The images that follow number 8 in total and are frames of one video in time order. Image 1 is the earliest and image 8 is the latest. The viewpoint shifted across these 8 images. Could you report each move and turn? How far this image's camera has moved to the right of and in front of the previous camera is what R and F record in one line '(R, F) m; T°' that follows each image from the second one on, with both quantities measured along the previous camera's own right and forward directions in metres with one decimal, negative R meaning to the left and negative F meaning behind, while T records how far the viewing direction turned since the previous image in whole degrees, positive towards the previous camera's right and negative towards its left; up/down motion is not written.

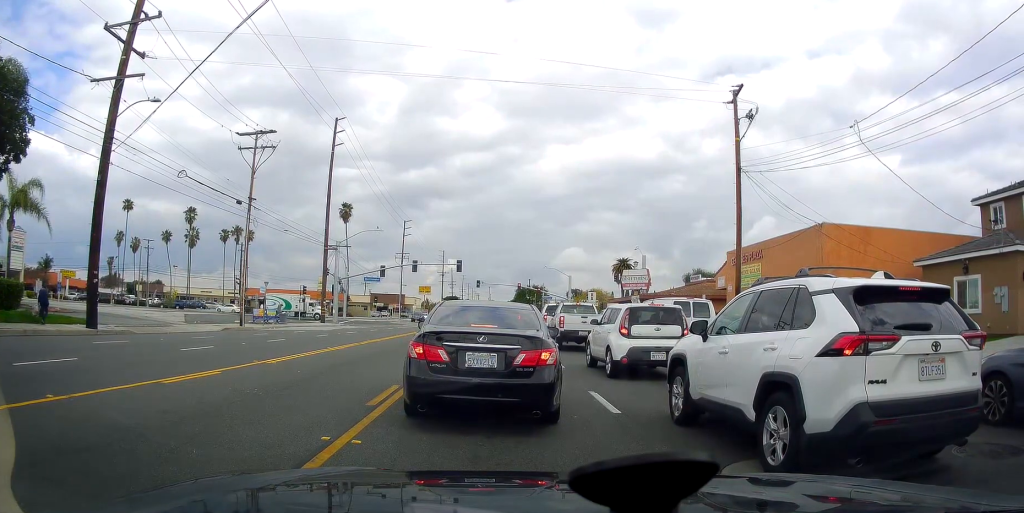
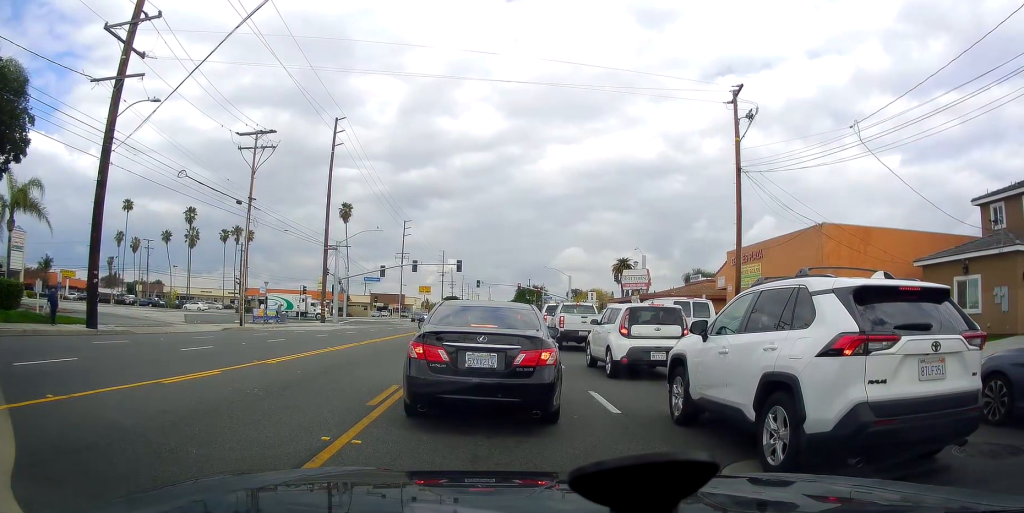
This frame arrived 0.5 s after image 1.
(0.0, 0.0) m; 0°
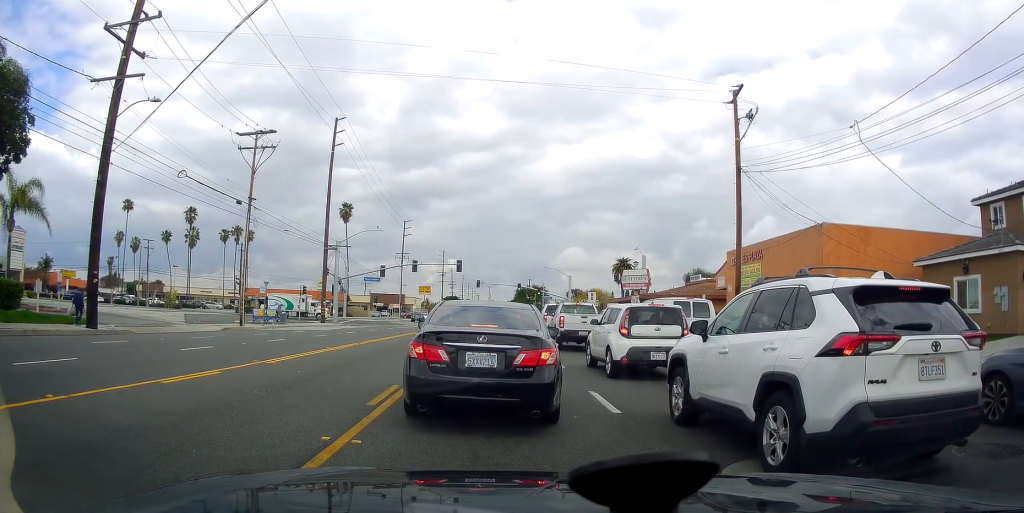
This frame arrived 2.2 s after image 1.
(0.0, 0.0) m; 0°
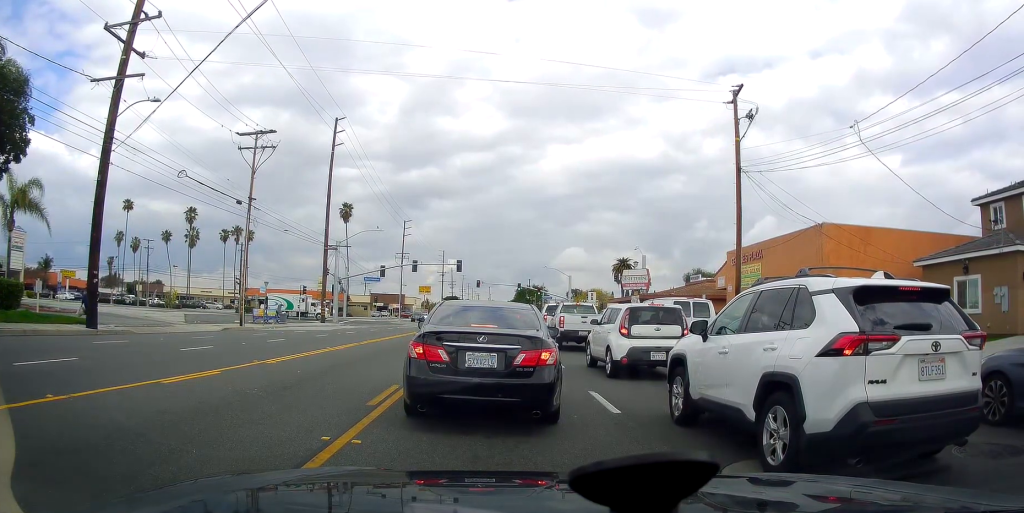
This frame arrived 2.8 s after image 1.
(0.0, 0.0) m; 0°
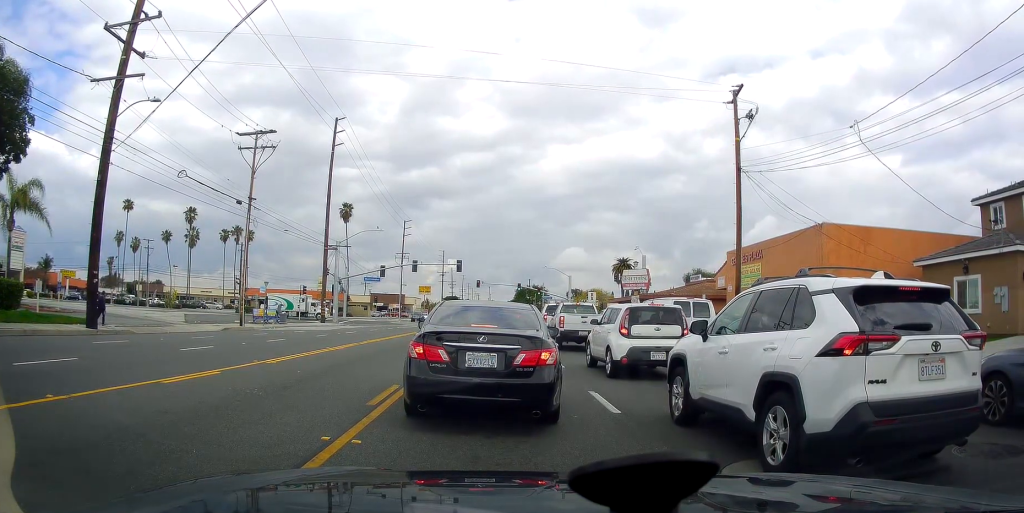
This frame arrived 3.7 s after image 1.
(0.0, 0.0) m; 0°
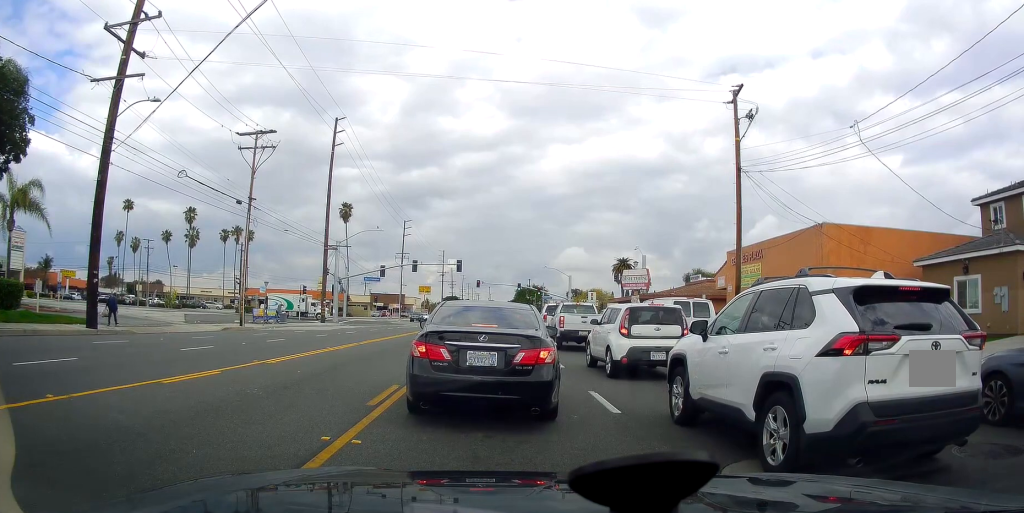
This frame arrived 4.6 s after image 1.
(0.0, 0.0) m; 0°
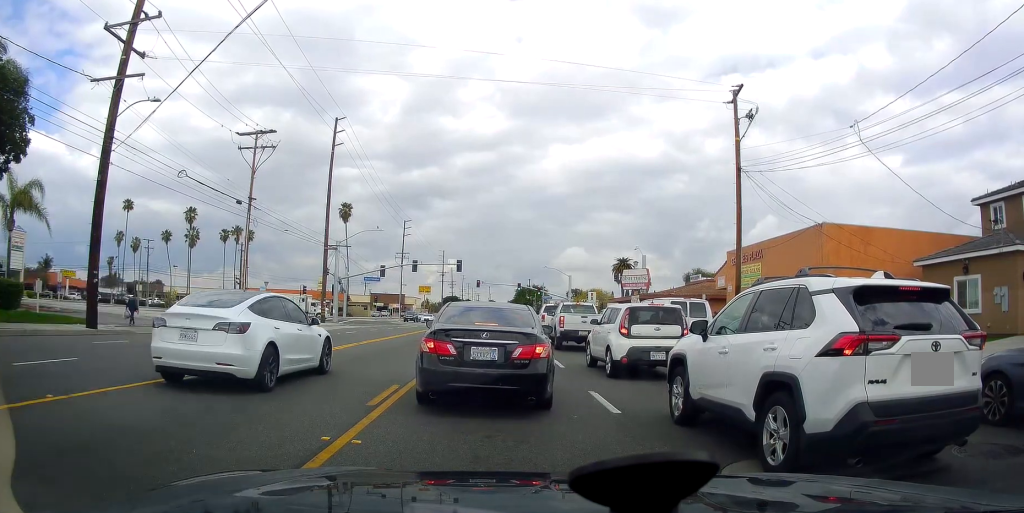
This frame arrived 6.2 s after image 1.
(0.0, 0.0) m; 0°
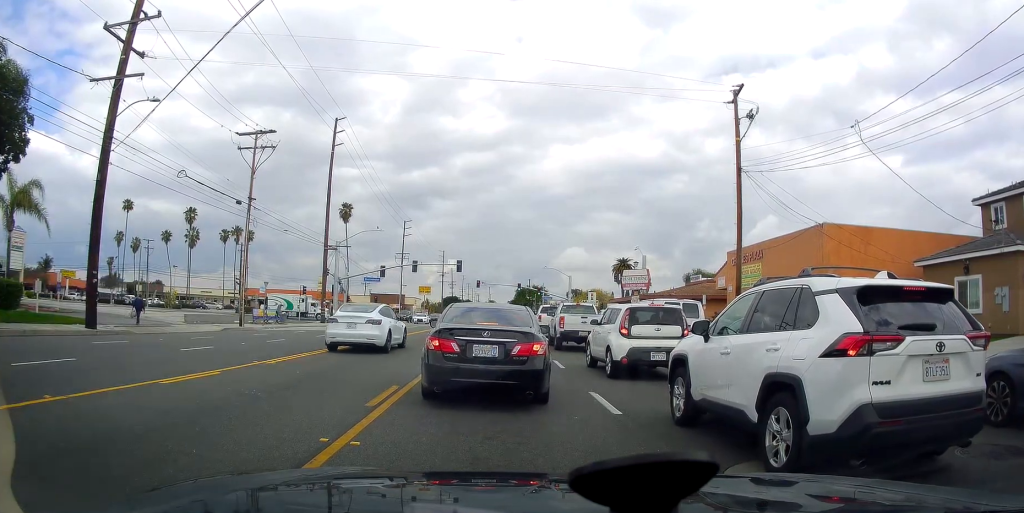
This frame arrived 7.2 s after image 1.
(0.0, -0.2) m; 0°
